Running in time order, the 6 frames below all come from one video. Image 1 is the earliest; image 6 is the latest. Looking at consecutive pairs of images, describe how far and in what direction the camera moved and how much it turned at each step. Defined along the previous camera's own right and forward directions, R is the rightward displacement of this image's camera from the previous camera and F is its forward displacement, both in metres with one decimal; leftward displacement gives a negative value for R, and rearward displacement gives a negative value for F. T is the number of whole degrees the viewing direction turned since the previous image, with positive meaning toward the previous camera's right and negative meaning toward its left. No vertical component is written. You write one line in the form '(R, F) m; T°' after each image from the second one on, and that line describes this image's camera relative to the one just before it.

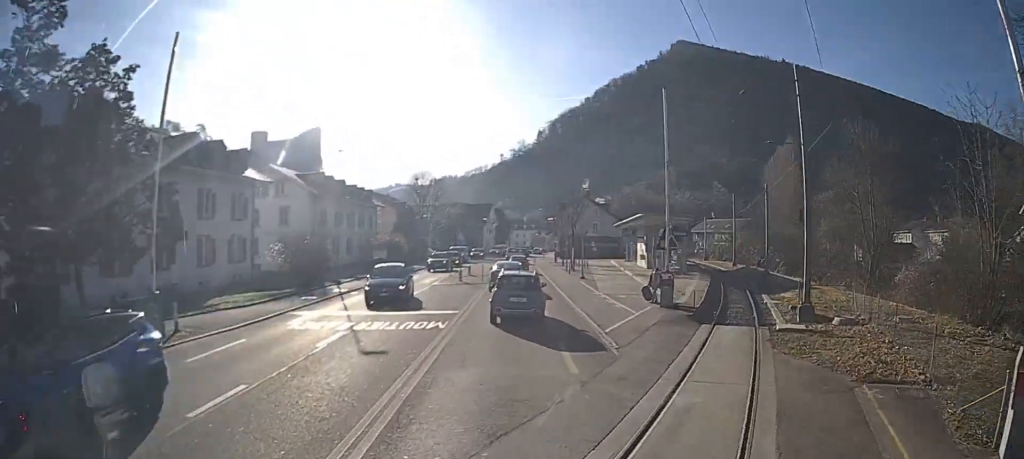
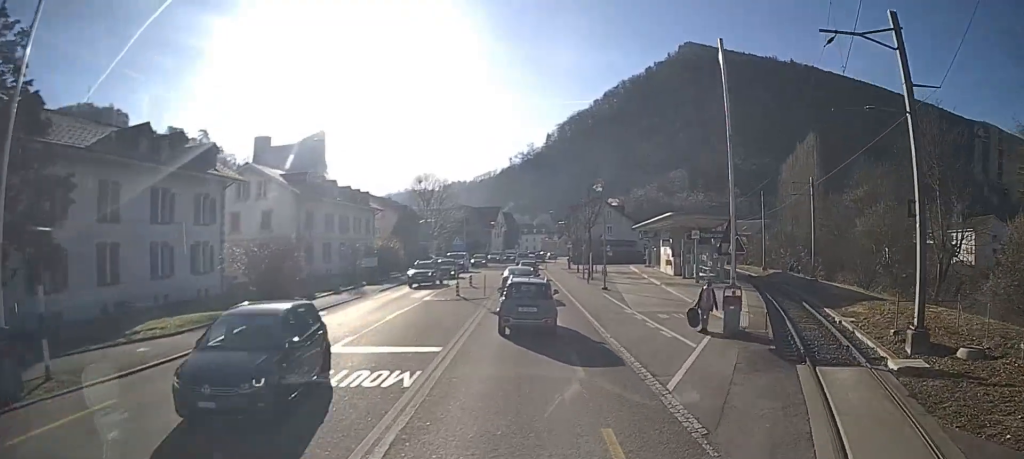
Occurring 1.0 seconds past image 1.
(-0.1, +6.0) m; -1°
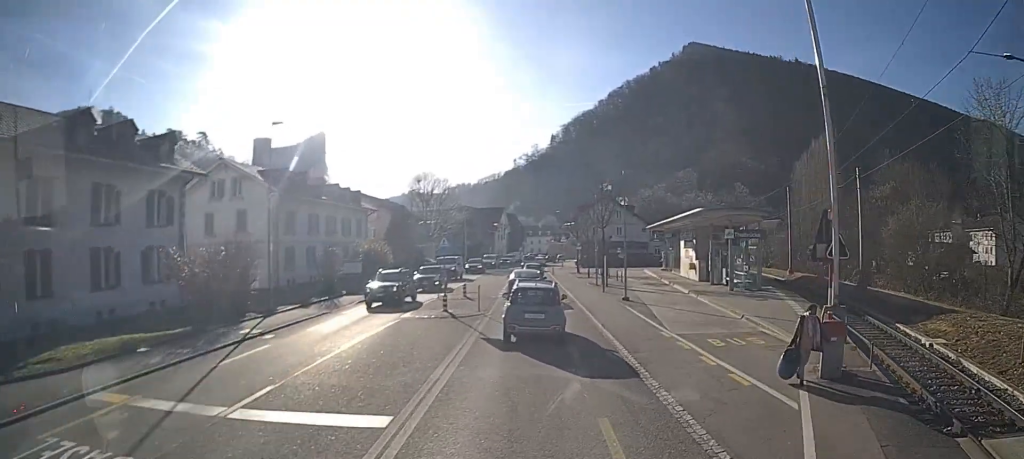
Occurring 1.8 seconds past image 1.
(0.0, +5.5) m; 0°
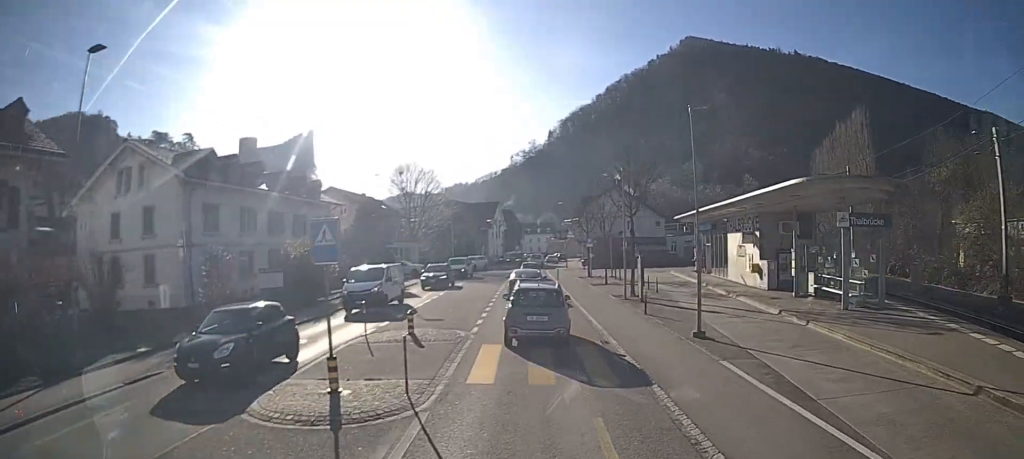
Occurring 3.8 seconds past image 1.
(+0.1, +12.8) m; +1°
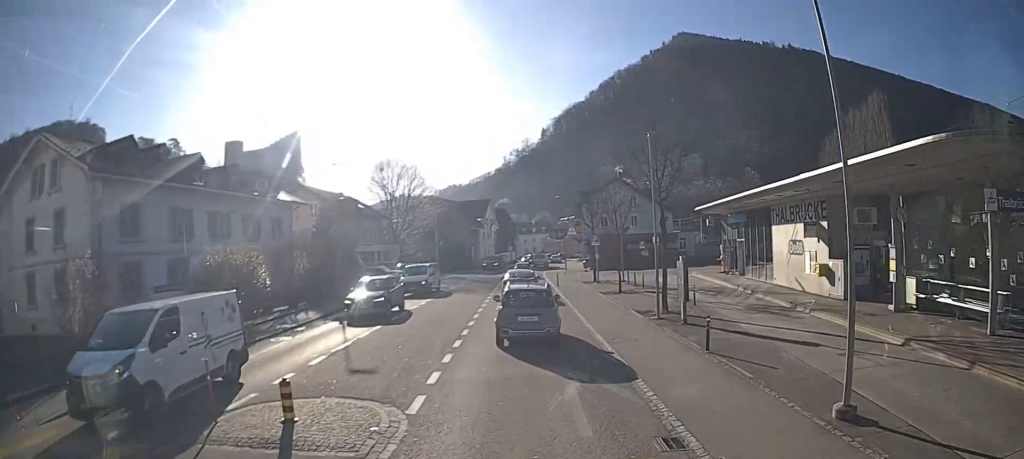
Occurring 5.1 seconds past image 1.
(0.0, +8.5) m; 0°
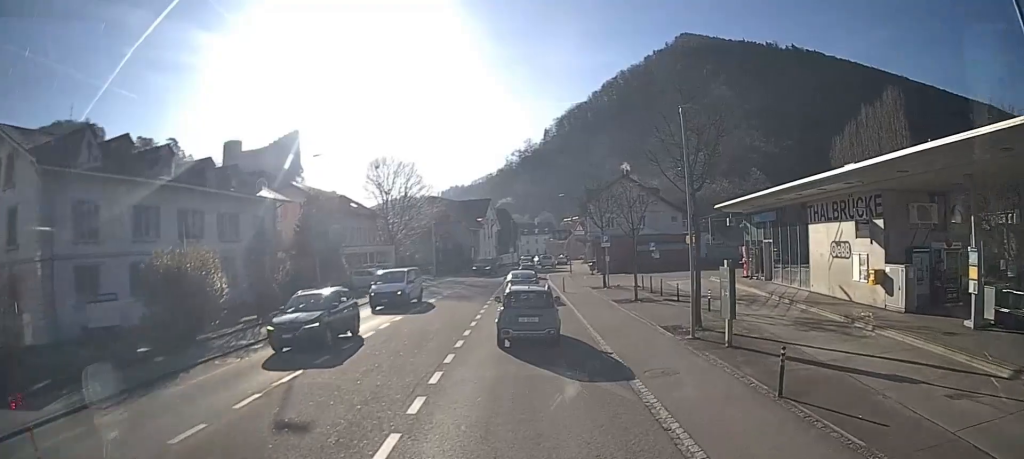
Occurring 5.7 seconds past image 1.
(0.0, +4.1) m; -1°
